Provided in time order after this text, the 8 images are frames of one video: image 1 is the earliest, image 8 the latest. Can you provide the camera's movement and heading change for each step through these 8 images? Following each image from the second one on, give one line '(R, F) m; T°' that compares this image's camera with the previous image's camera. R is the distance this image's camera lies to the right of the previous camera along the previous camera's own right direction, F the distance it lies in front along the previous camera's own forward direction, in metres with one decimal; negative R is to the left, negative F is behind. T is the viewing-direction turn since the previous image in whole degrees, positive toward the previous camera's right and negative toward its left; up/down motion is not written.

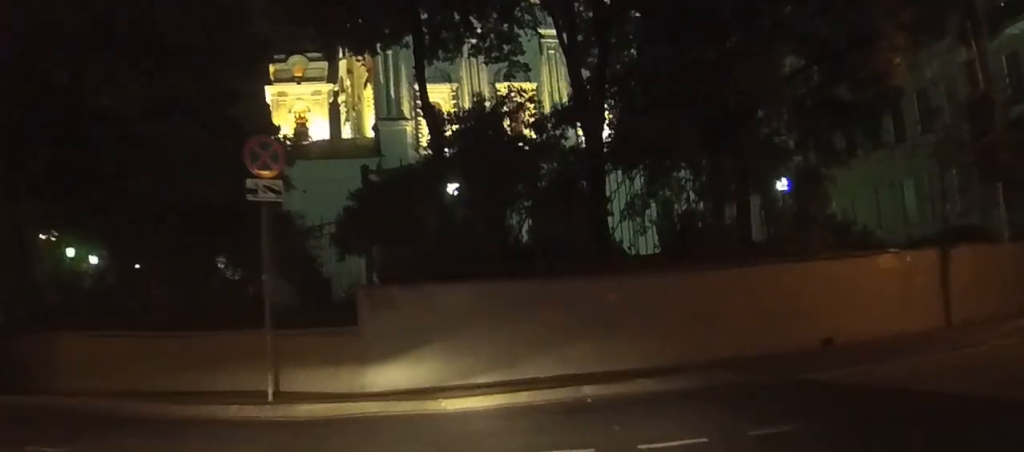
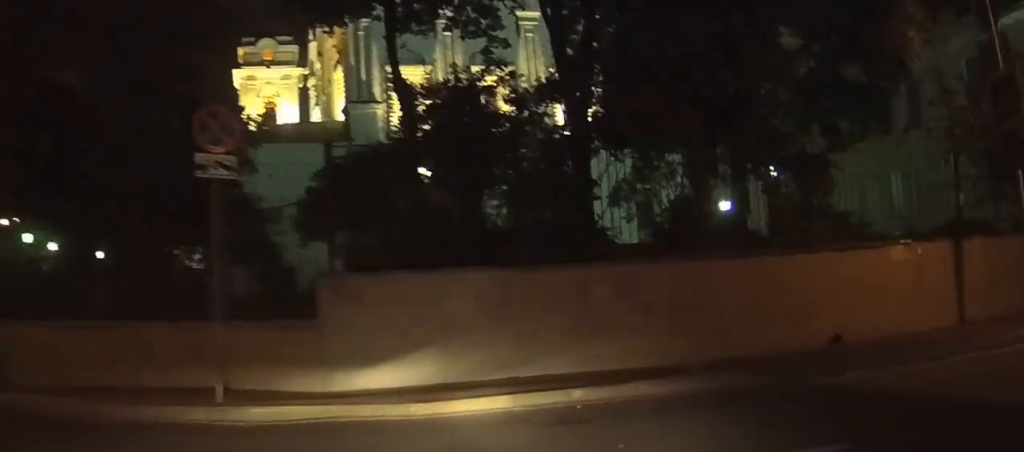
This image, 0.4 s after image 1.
(0.0, +1.7) m; +1°
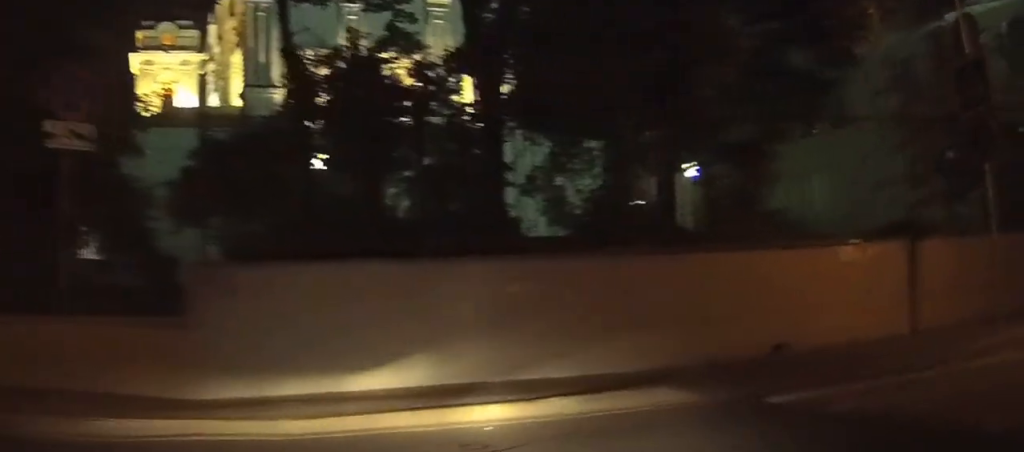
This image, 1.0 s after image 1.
(-0.1, +2.3) m; +2°
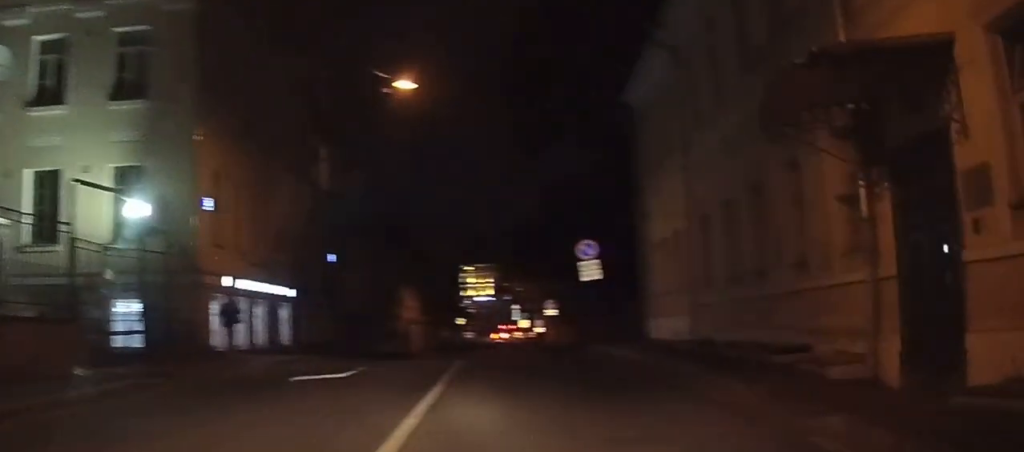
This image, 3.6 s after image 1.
(+2.3, +7.1) m; +45°
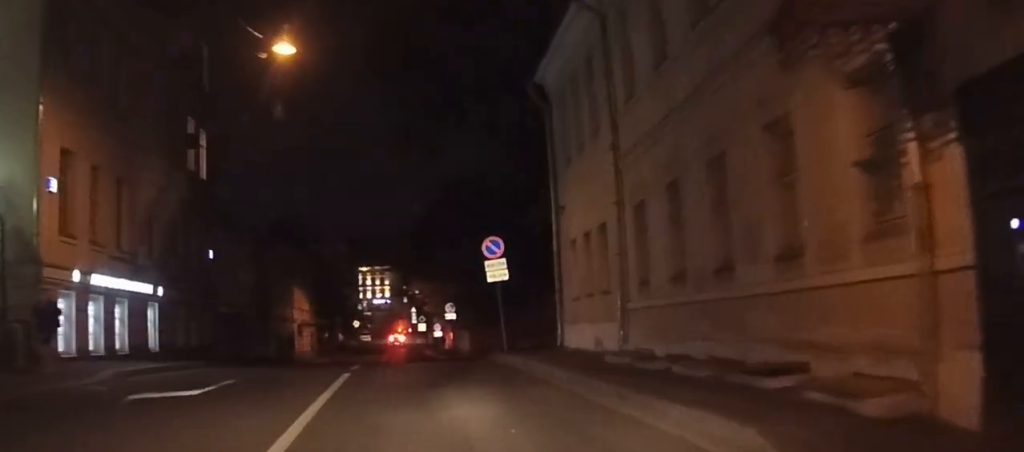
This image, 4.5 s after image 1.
(+0.4, +2.5) m; +14°
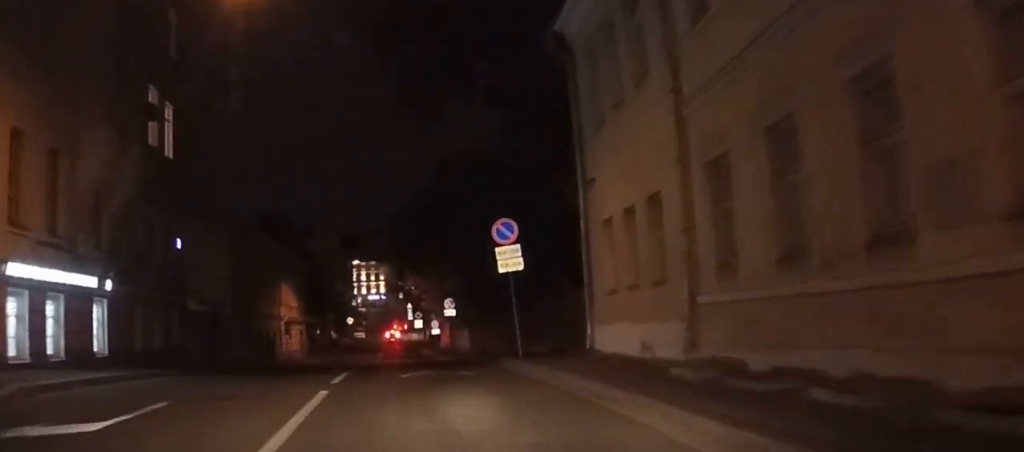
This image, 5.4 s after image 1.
(+0.3, +3.1) m; +6°
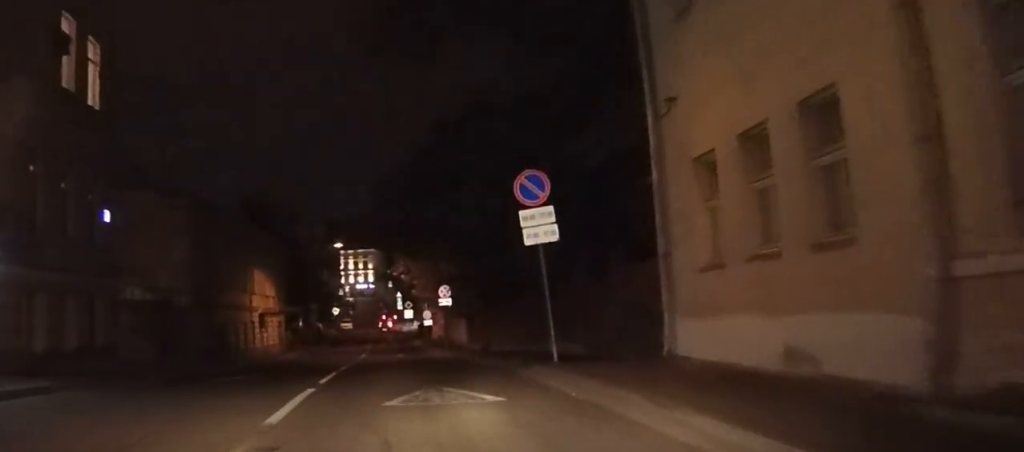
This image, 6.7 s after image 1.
(+0.2, +5.1) m; +6°
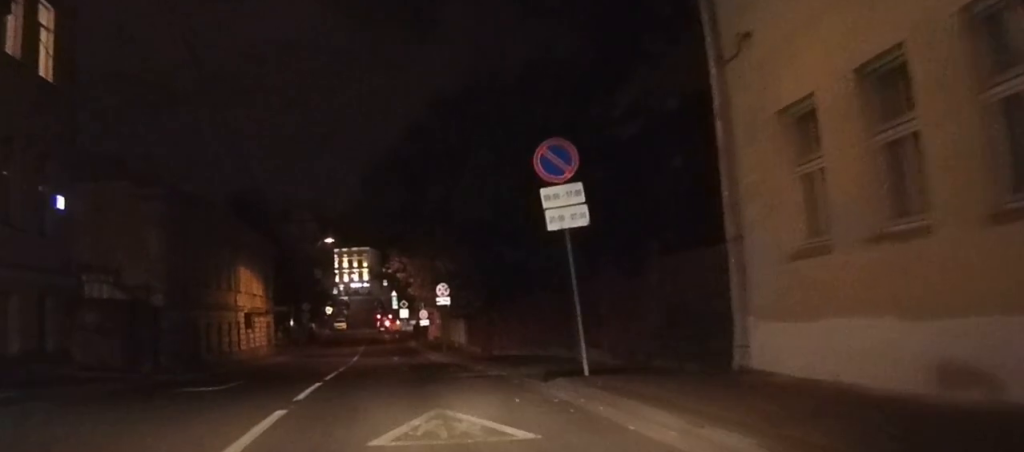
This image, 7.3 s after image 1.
(+0.1, +2.7) m; +3°
